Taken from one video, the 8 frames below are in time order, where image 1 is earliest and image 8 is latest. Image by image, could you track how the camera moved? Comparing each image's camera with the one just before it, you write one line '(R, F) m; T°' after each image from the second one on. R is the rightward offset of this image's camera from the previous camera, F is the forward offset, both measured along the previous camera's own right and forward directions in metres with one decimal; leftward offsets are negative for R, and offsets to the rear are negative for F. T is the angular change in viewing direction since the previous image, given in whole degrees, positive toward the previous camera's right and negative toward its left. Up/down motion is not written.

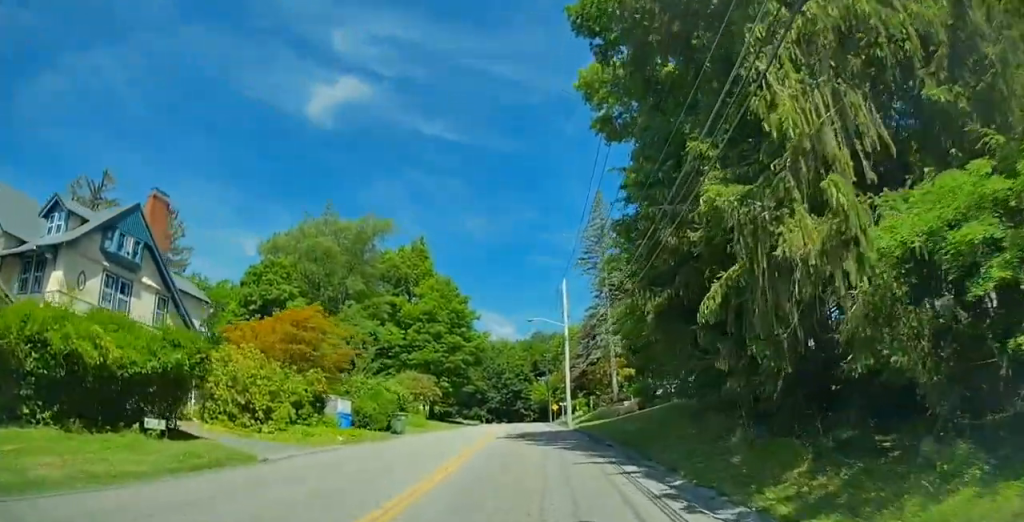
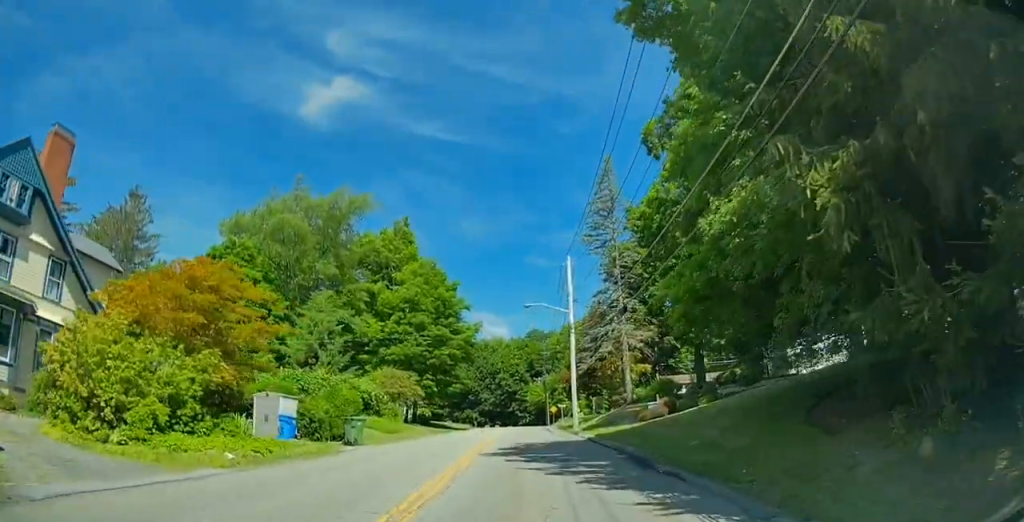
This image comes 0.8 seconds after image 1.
(0.0, +8.9) m; 0°
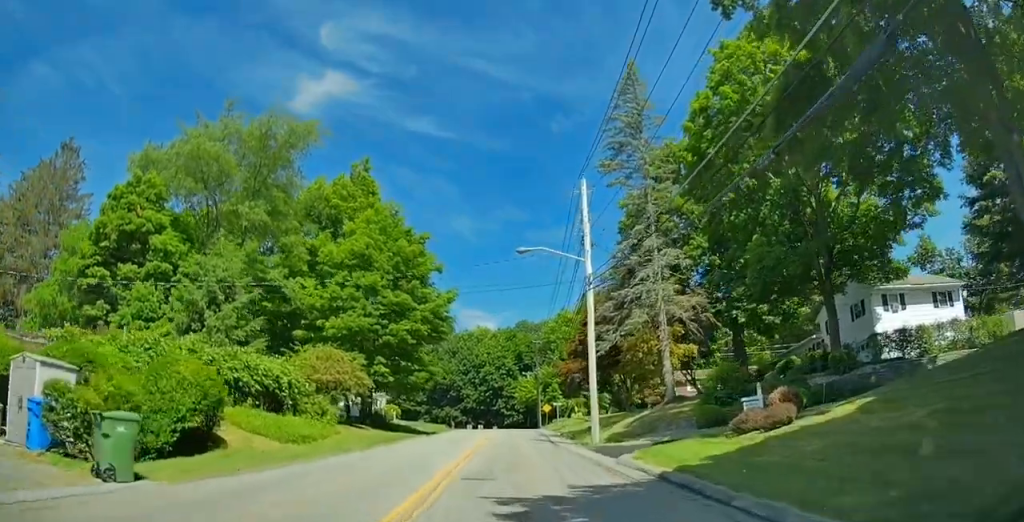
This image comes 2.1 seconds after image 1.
(+0.2, +15.3) m; +1°
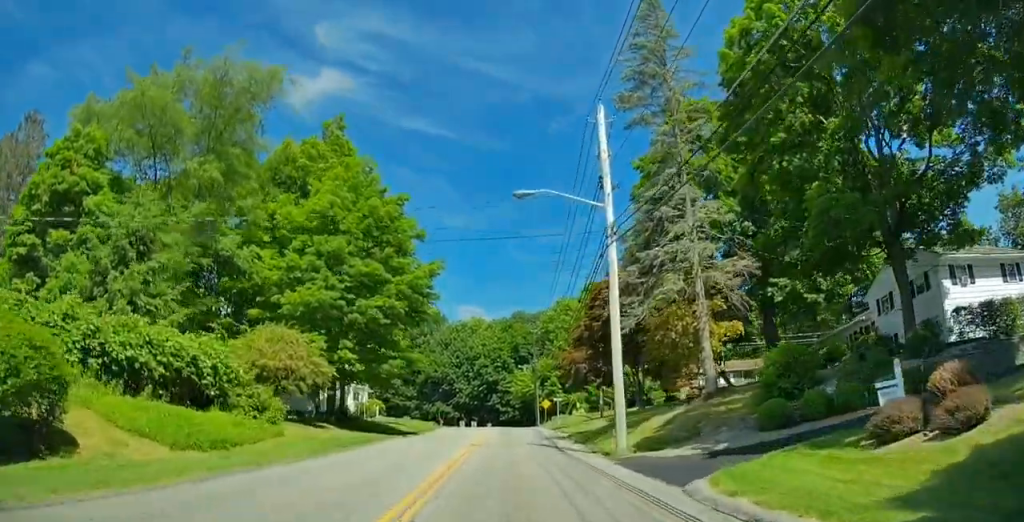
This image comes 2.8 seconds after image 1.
(+0.1, +7.1) m; +1°
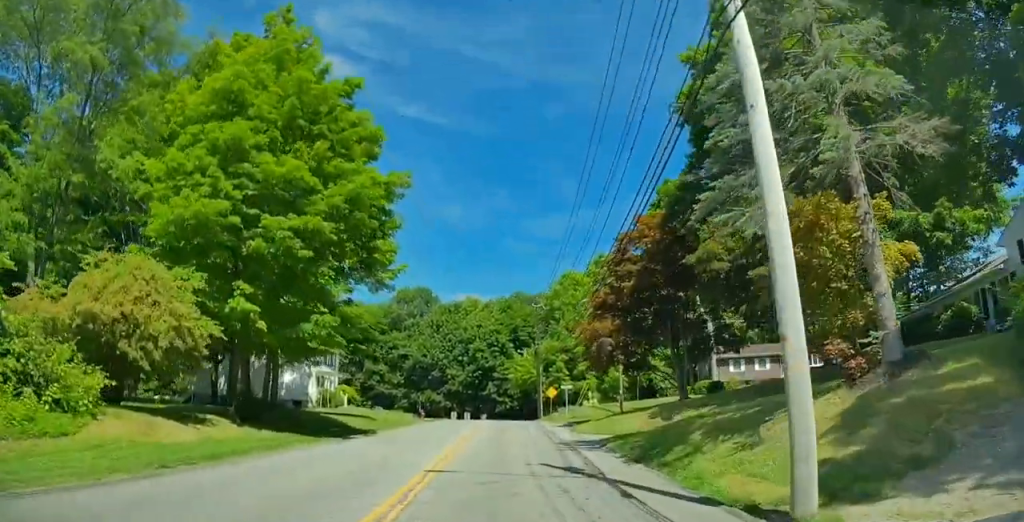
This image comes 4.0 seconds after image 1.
(+0.3, +12.8) m; +1°
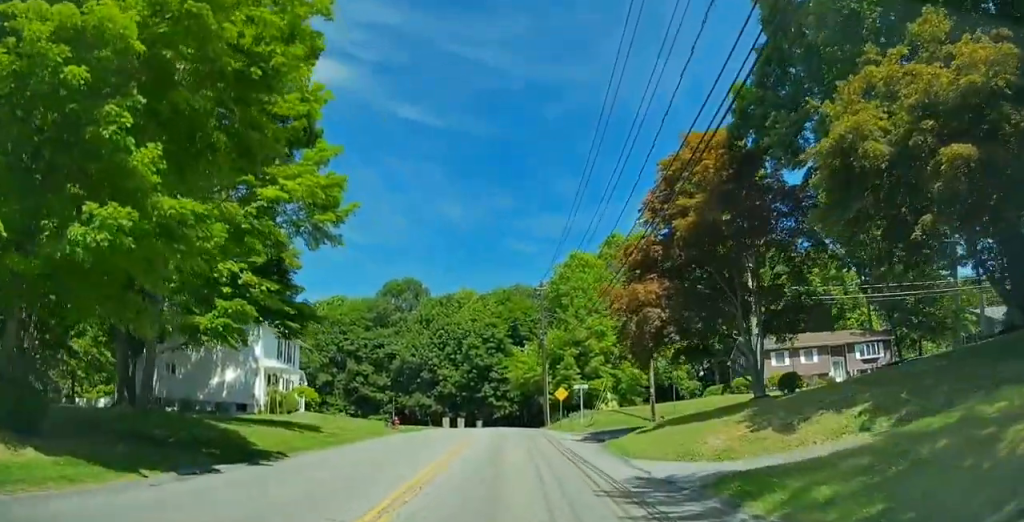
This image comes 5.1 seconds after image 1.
(-0.2, +11.9) m; -1°
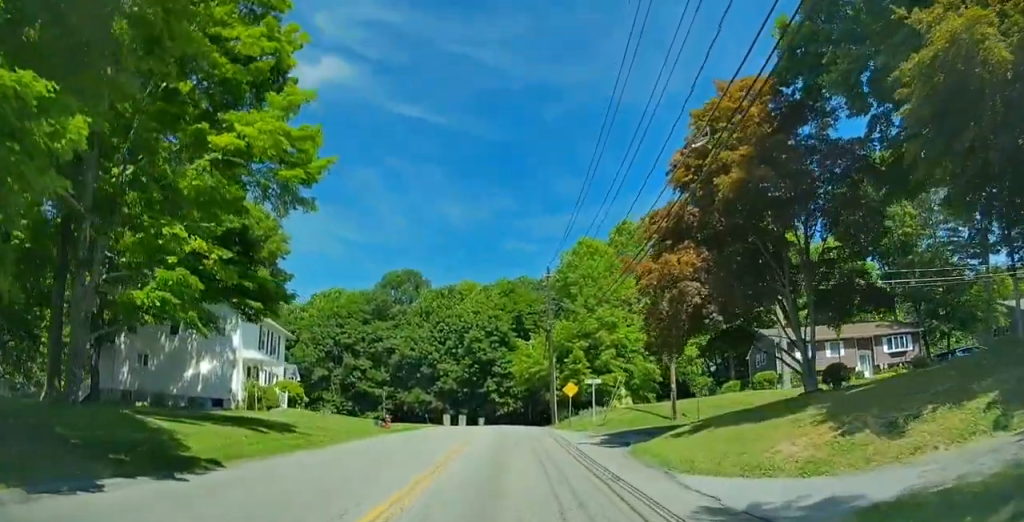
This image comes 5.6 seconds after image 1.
(0.0, +4.6) m; 0°
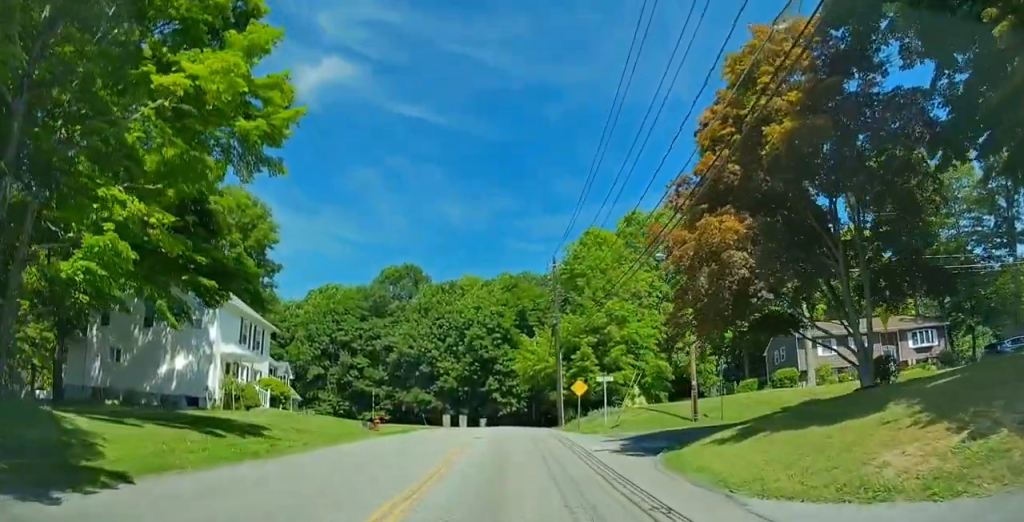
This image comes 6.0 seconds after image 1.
(+0.1, +3.9) m; 0°
